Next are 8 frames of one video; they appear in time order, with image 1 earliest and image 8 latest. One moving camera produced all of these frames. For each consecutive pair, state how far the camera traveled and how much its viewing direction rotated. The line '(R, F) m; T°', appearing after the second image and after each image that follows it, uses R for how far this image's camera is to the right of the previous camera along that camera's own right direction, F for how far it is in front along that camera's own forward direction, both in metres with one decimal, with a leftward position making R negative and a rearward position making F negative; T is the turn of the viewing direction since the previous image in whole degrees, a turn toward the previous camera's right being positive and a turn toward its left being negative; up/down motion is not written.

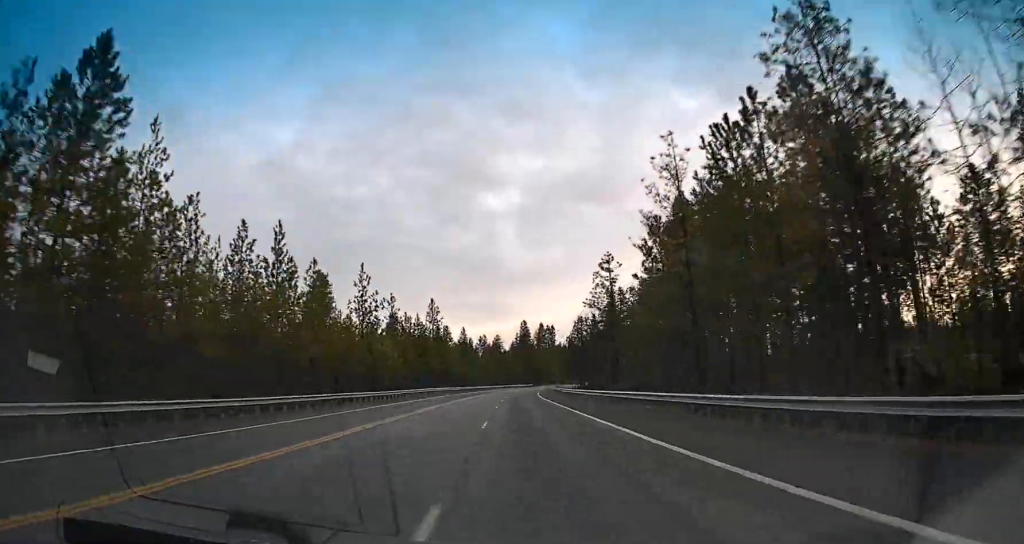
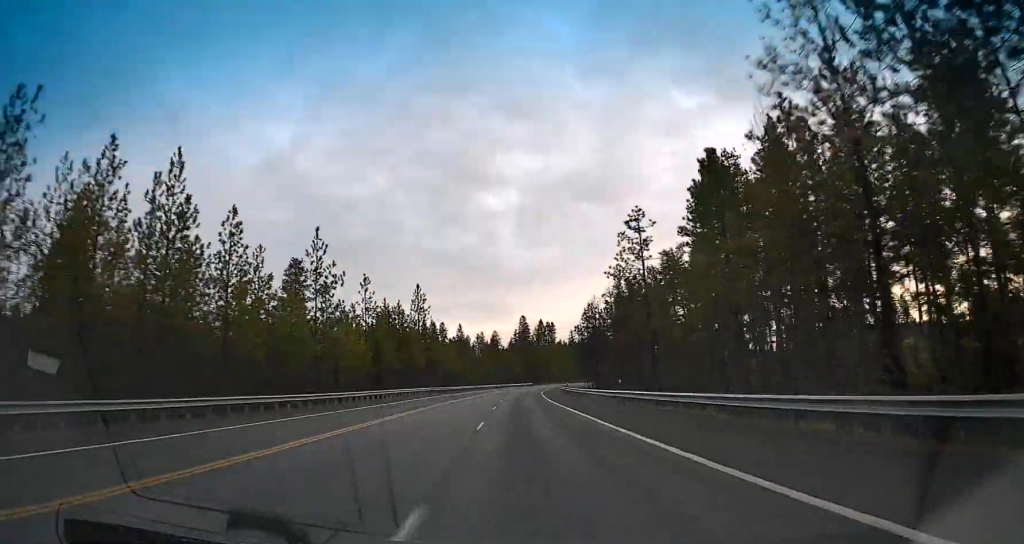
(0.0, +16.6) m; 0°
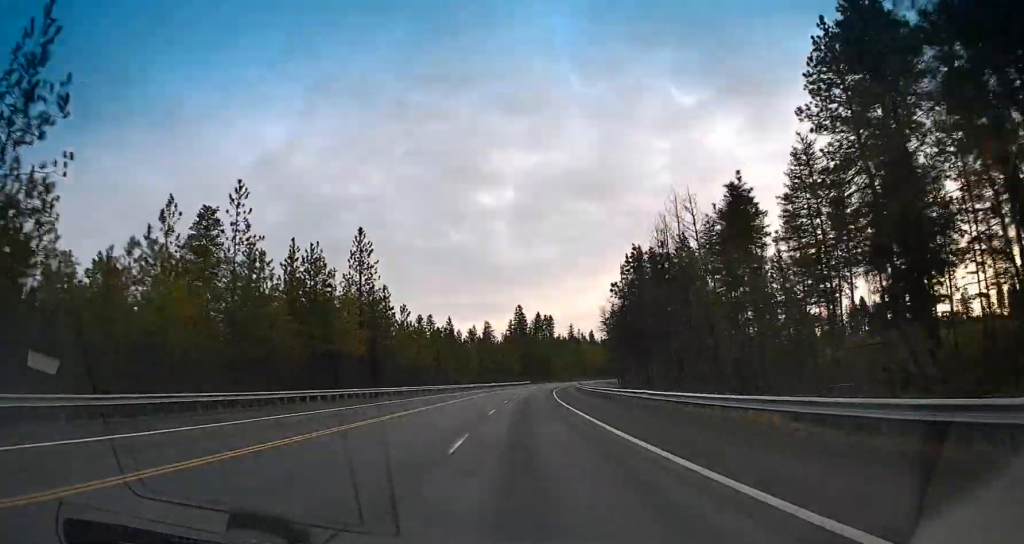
(0.0, +37.3) m; +1°
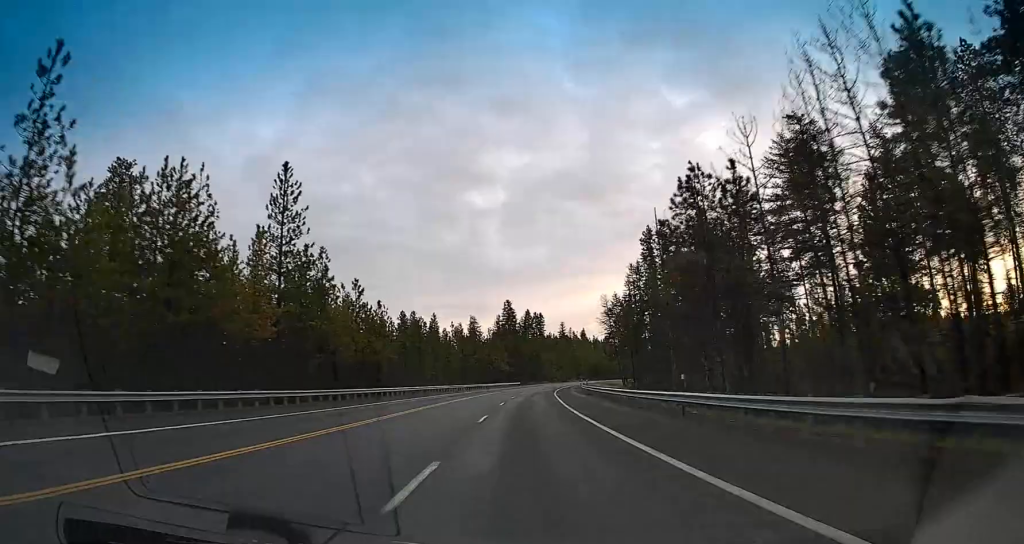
(+0.1, +20.7) m; +2°
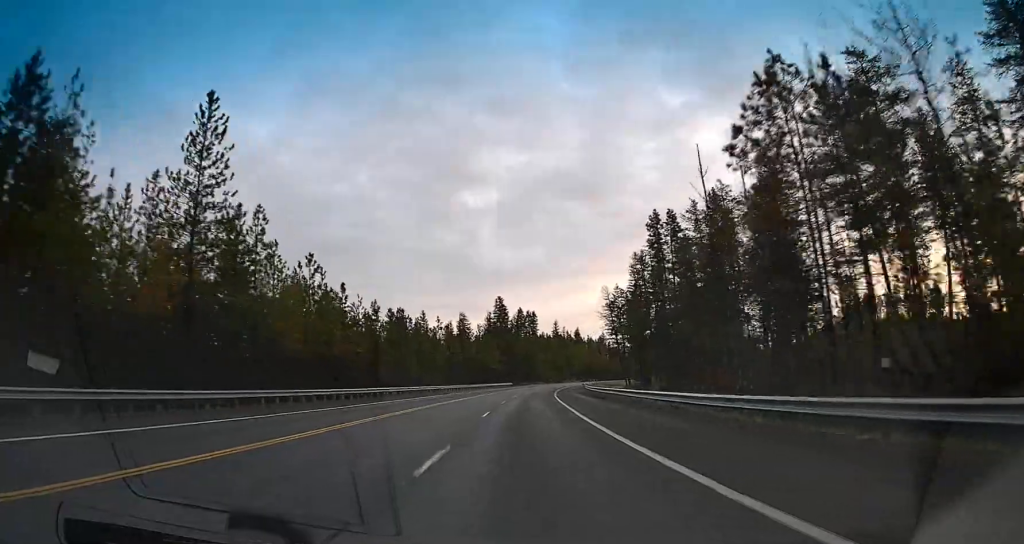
(+0.3, +12.6) m; +1°
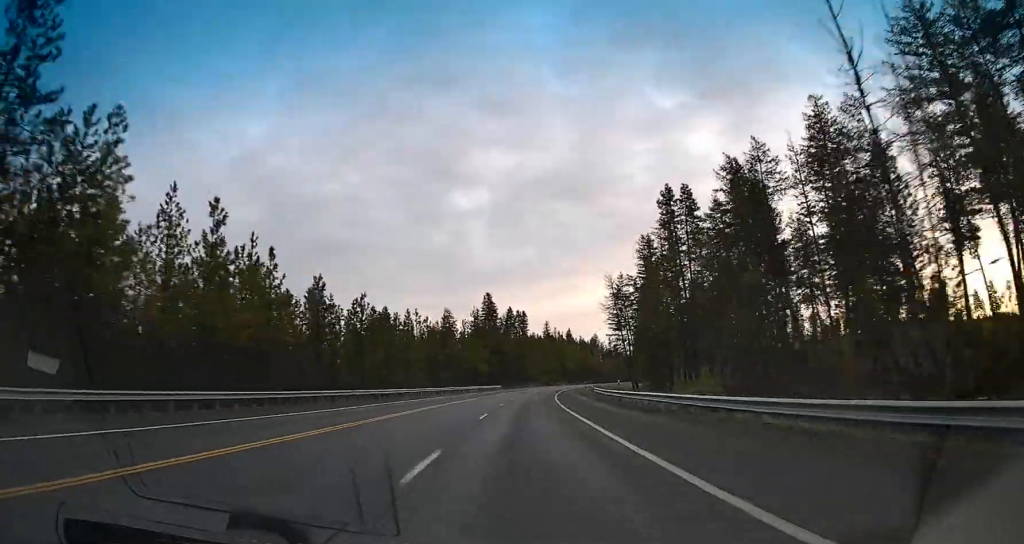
(+0.3, +16.1) m; +1°
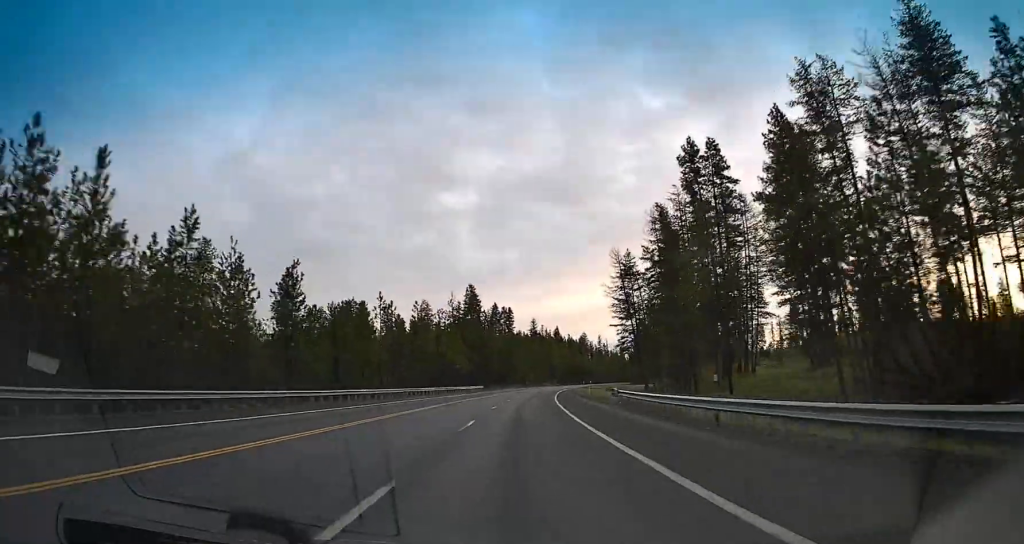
(0.0, +19.6) m; 0°
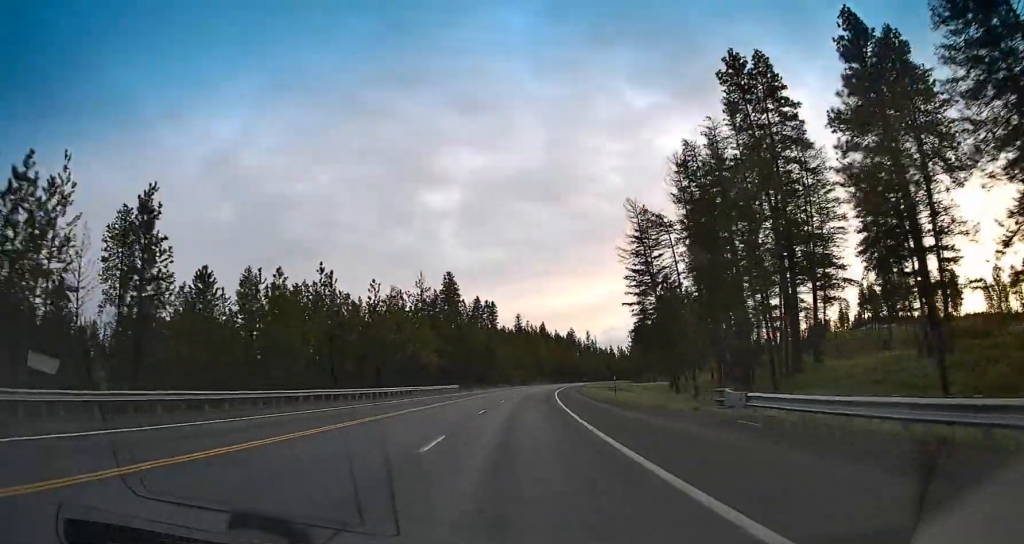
(0.0, +22.2) m; +1°
